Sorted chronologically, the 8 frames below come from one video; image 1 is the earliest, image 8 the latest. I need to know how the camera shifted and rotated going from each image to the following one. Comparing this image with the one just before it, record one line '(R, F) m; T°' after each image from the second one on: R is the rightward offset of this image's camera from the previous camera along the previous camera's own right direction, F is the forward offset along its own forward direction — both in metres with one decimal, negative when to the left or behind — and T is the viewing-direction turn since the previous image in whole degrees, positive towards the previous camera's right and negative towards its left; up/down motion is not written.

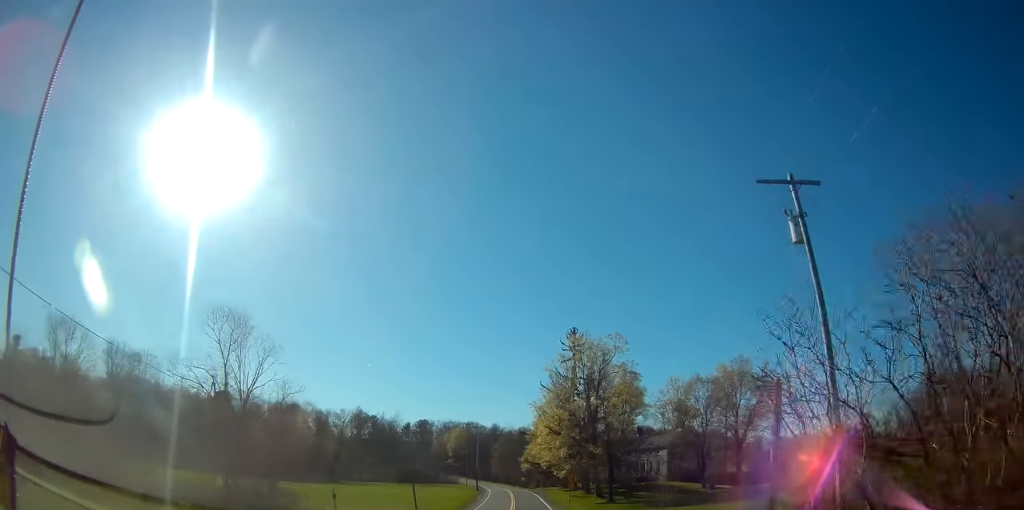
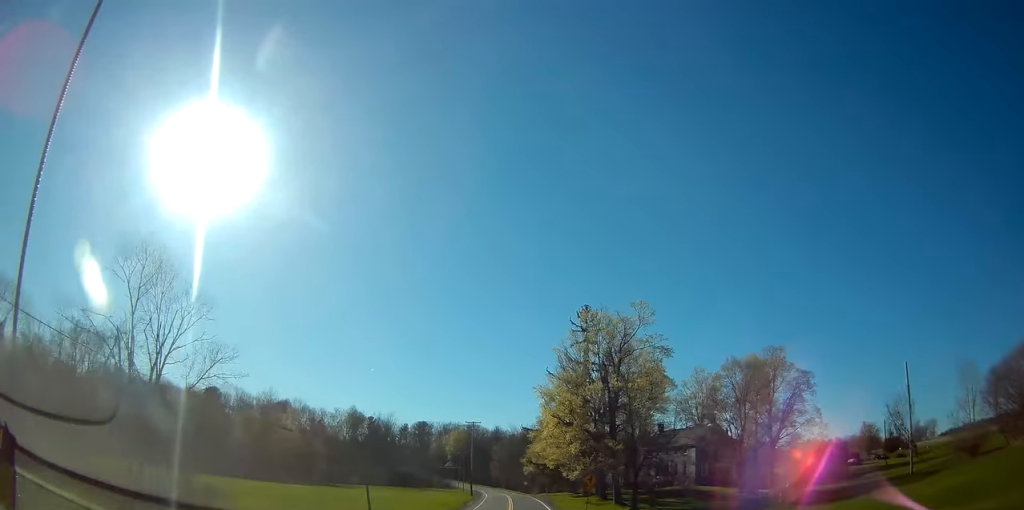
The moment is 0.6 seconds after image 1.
(0.0, +14.8) m; -1°
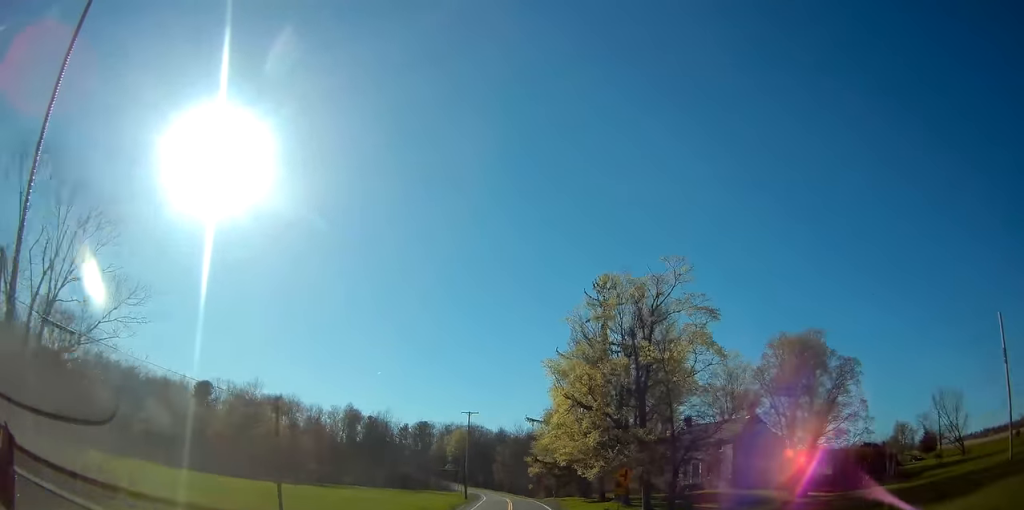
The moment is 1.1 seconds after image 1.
(-0.1, +13.4) m; 0°
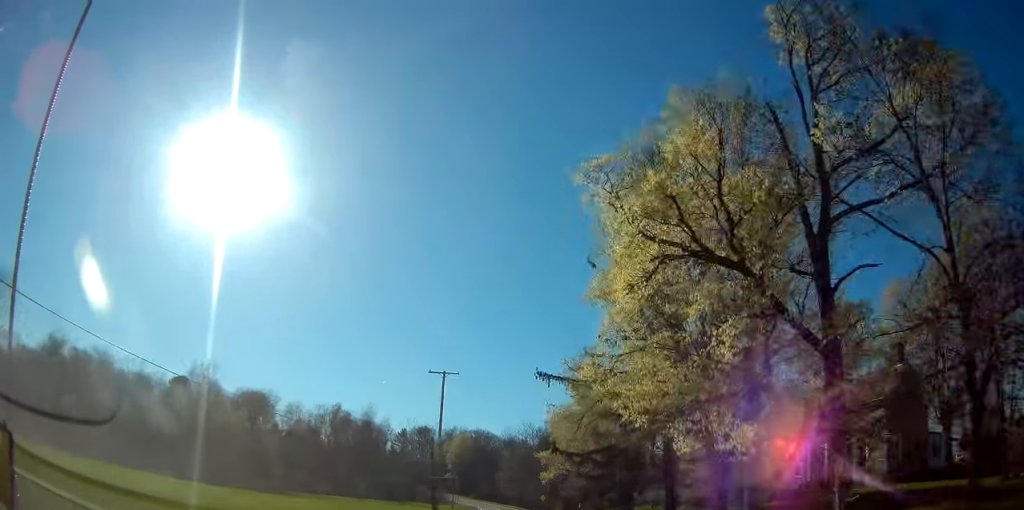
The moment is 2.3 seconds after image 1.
(+0.1, +30.2) m; 0°
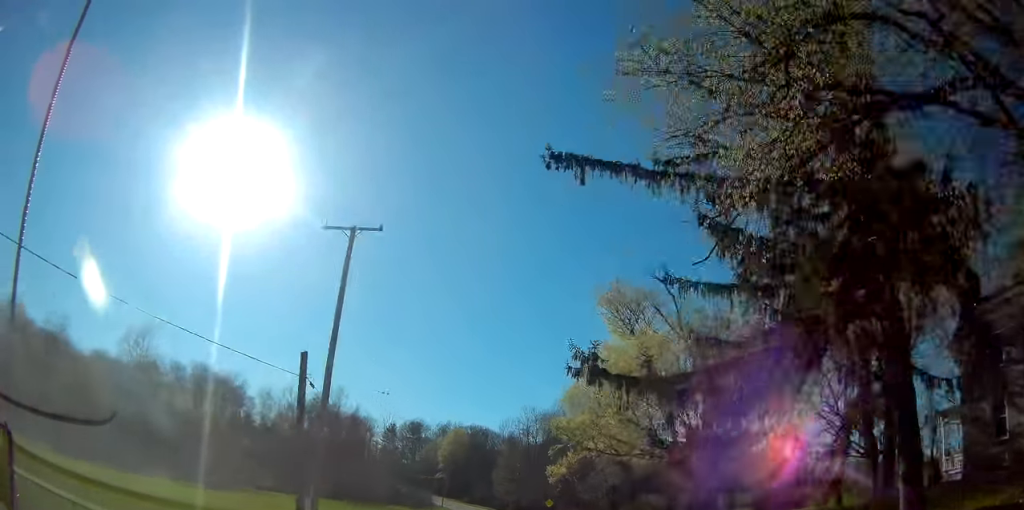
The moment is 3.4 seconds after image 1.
(-0.1, +26.1) m; -1°
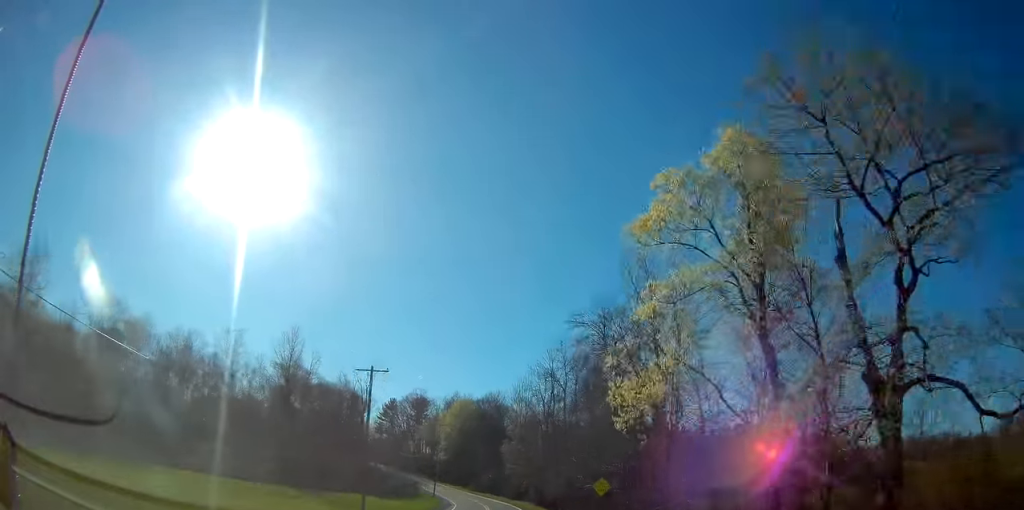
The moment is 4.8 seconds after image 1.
(-0.8, +35.9) m; -3°
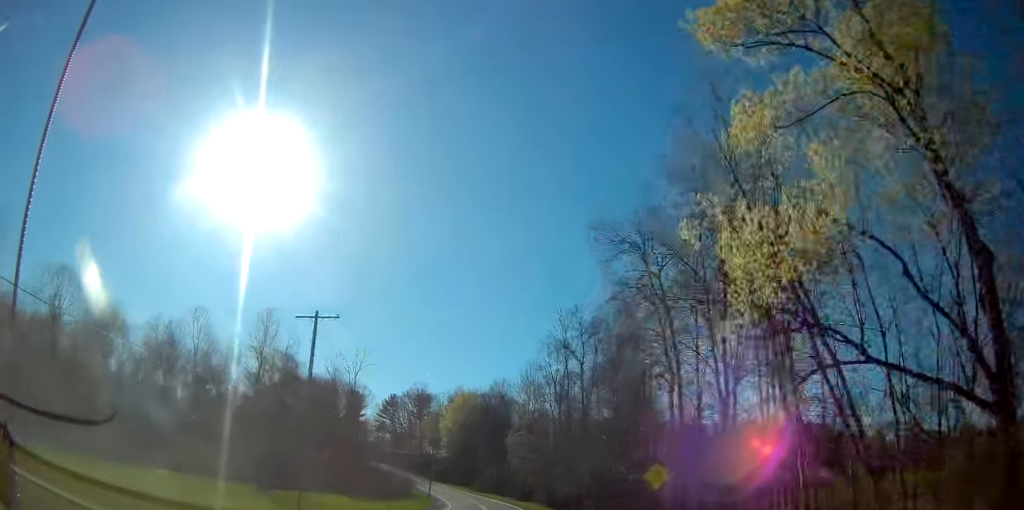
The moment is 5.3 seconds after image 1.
(-0.3, +12.4) m; 0°
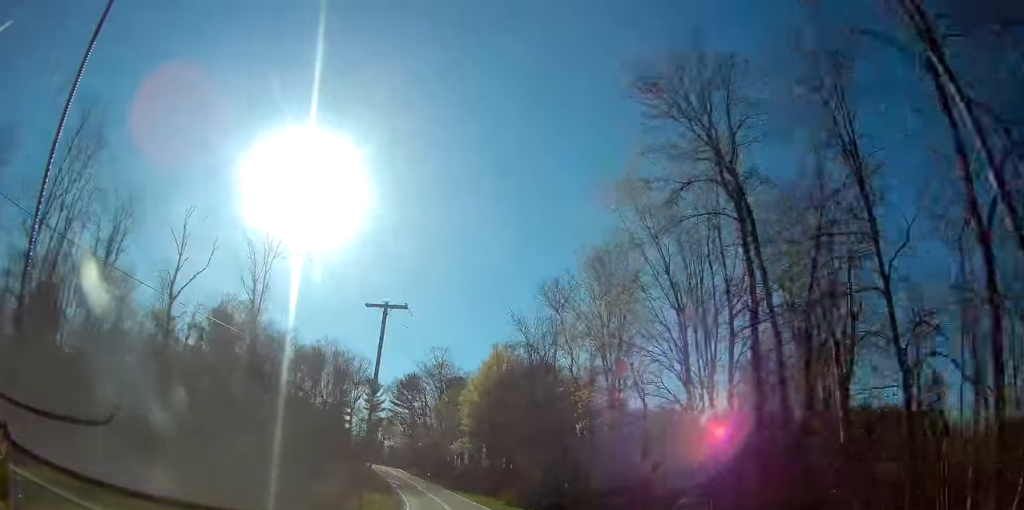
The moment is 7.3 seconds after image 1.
(-1.4, +50.2) m; -5°
